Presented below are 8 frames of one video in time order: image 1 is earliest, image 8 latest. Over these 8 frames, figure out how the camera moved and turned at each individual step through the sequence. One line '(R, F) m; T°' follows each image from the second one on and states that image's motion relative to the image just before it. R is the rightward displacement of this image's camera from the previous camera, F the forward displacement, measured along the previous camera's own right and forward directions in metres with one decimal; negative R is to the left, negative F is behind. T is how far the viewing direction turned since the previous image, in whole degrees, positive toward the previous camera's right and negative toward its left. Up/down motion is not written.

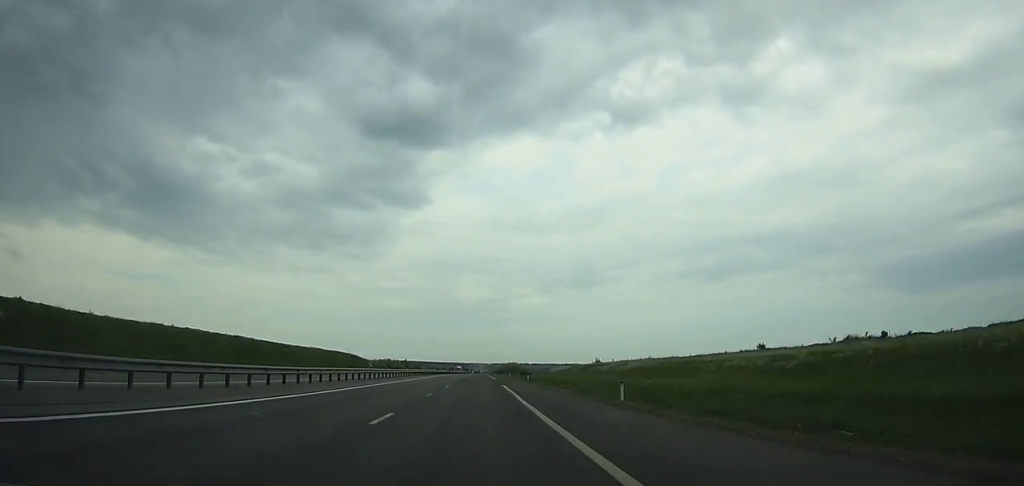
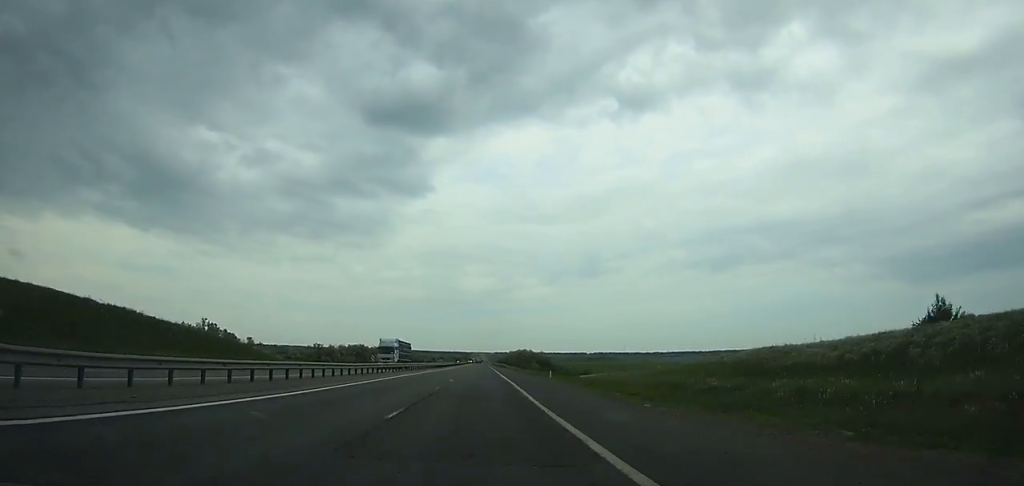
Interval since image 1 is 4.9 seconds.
(+0.2, +118.5) m; 0°
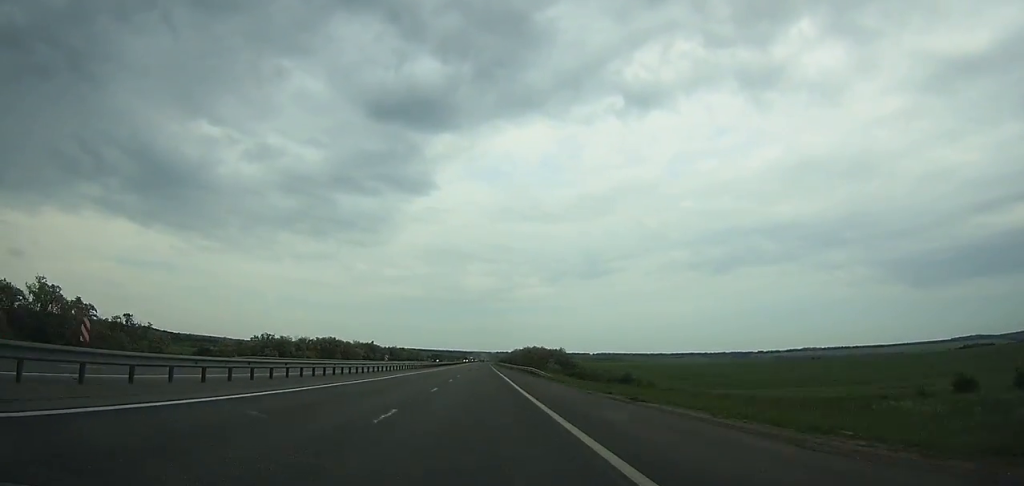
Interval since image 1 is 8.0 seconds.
(+0.1, +74.5) m; 0°
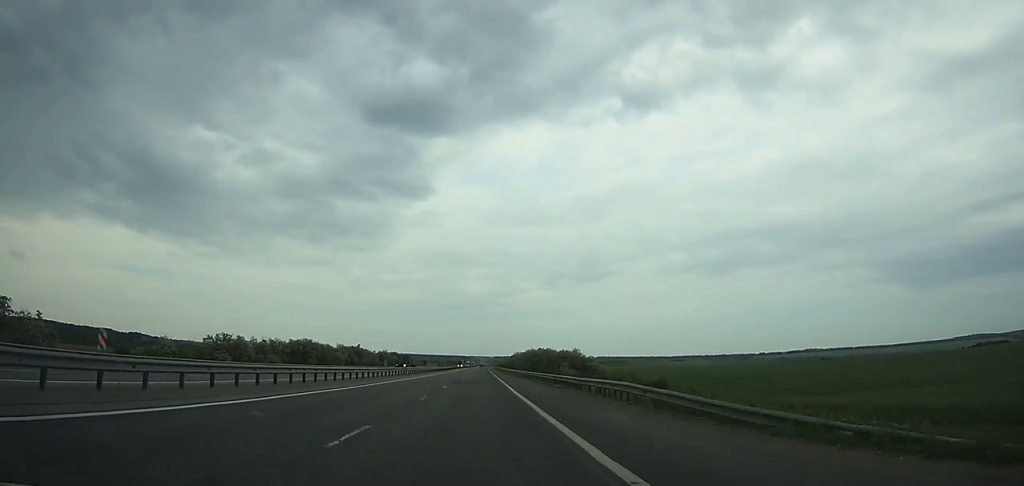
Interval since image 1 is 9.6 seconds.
(0.0, +38.1) m; 0°
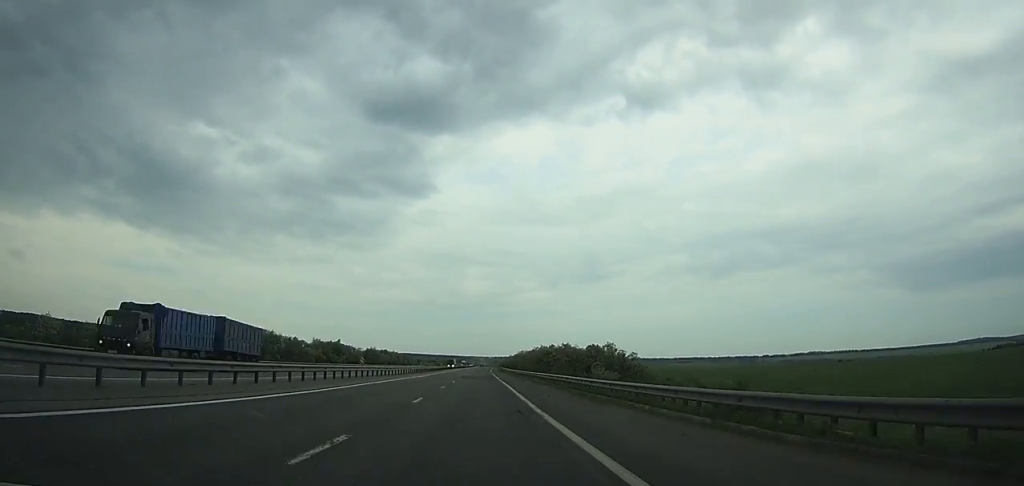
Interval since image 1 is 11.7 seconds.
(+0.1, +49.9) m; 0°
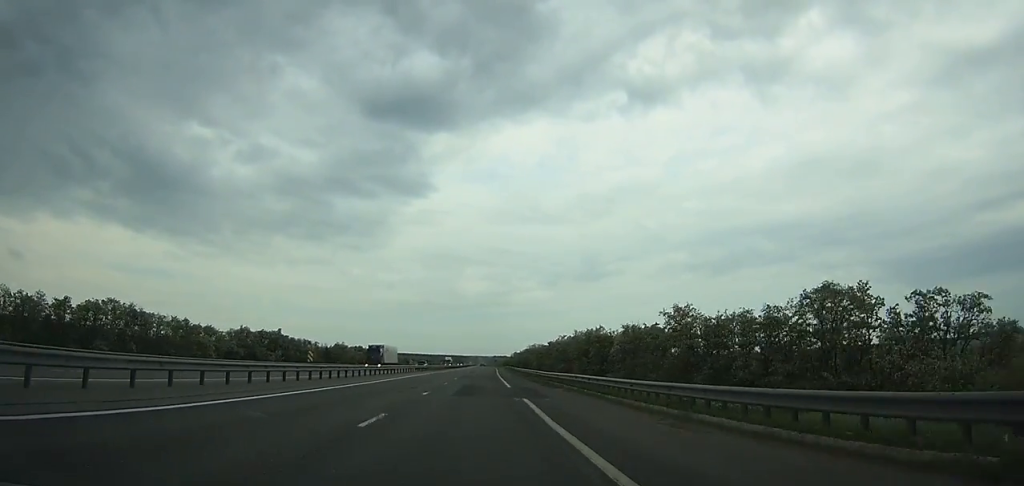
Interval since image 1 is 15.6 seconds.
(0.0, +92.0) m; 0°
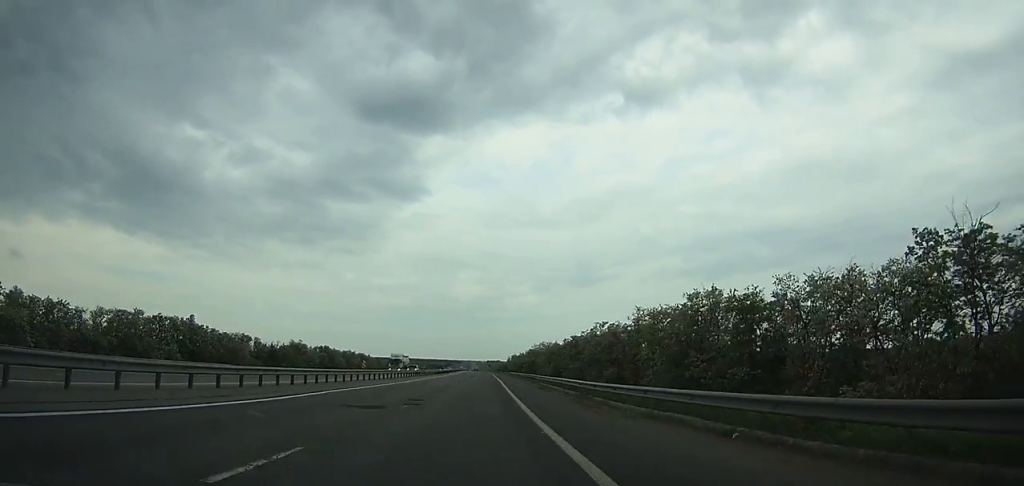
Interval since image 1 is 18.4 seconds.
(+0.1, +65.7) m; 0°
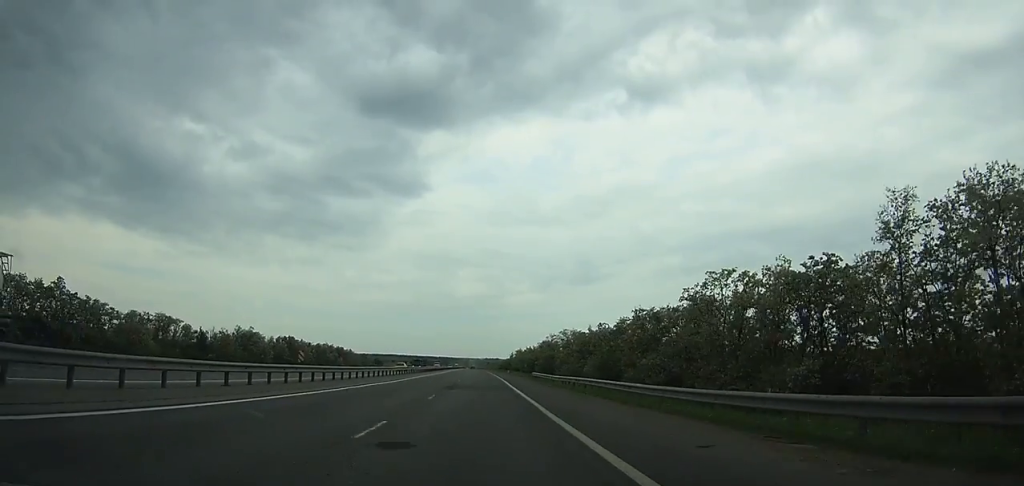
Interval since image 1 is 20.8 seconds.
(+0.2, +56.3) m; 0°
